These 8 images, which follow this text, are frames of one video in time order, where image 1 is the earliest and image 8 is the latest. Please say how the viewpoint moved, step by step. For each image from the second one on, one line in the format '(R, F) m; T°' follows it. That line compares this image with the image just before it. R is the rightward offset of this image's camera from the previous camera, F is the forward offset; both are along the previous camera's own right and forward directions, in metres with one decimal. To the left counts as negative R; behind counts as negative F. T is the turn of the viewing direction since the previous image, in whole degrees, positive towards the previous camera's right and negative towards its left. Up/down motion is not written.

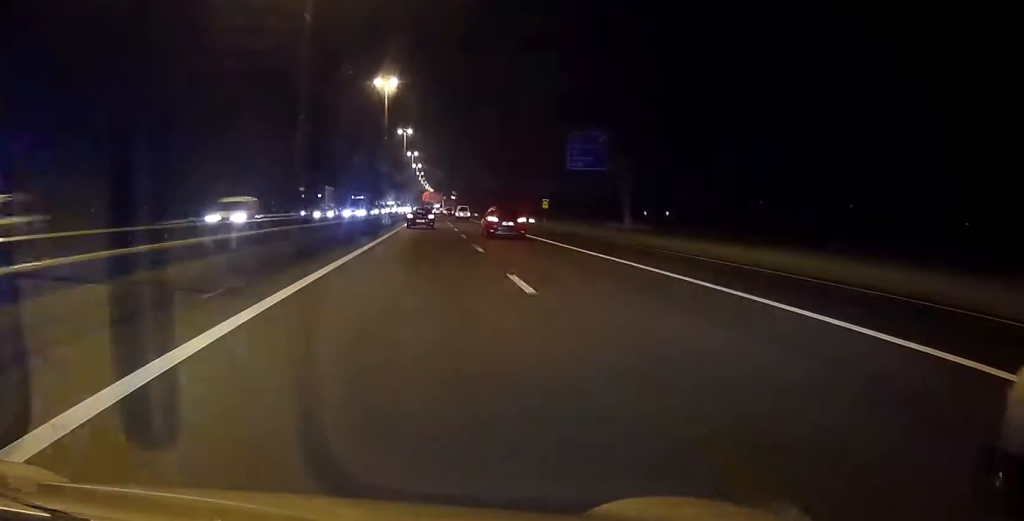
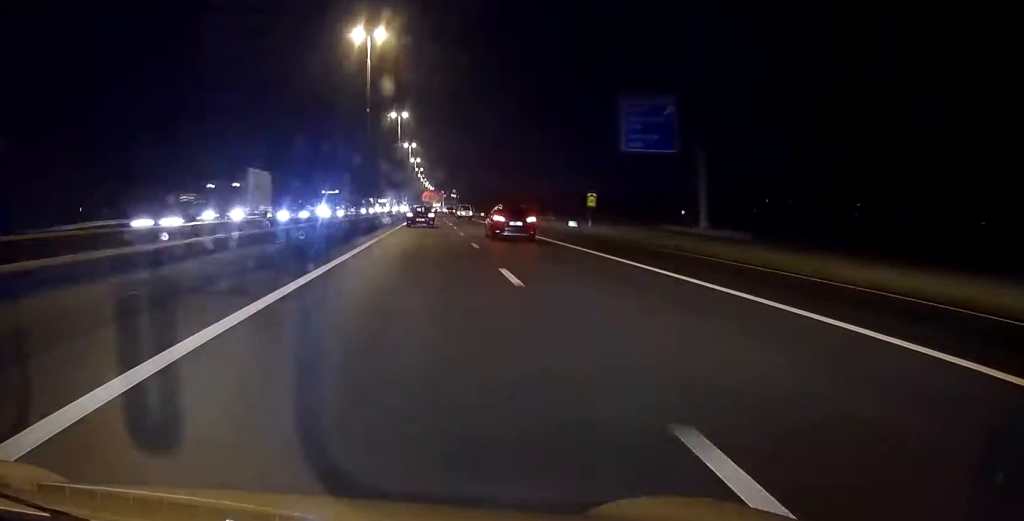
(0.0, +23.0) m; 0°
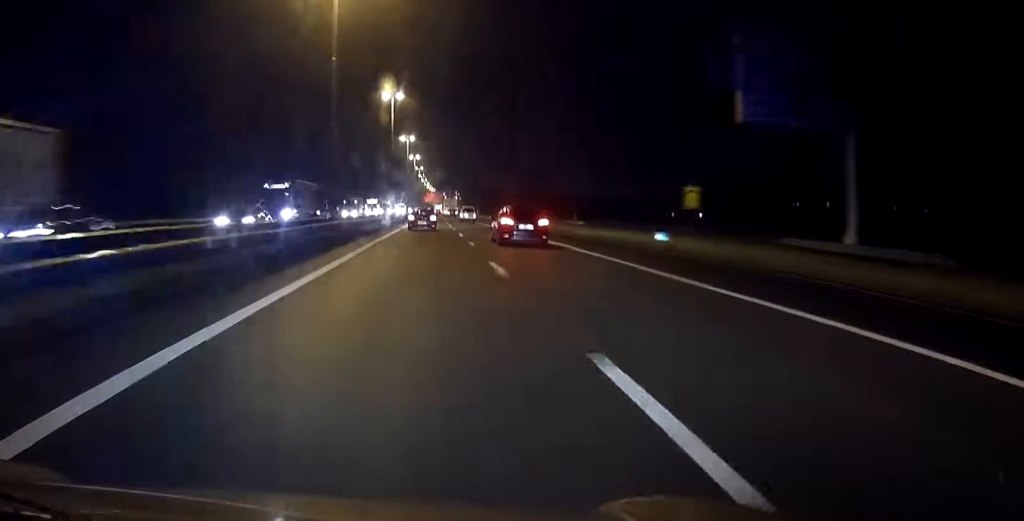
(0.0, +21.8) m; 0°
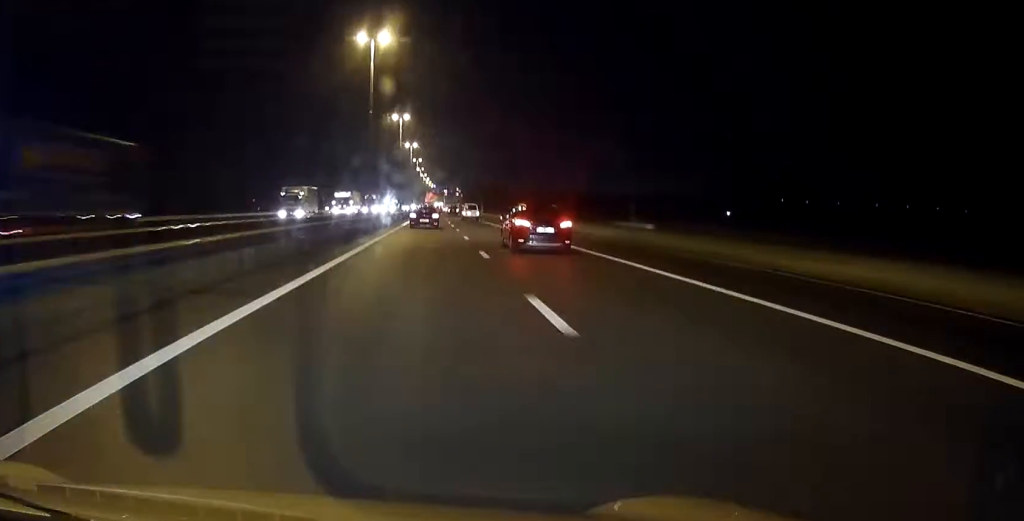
(0.0, +31.3) m; 0°
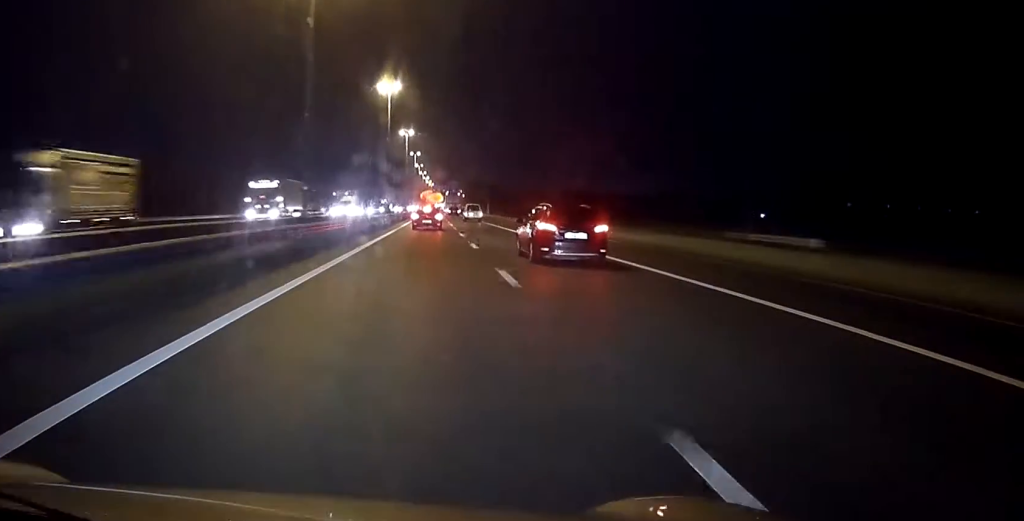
(-0.1, +31.1) m; 0°
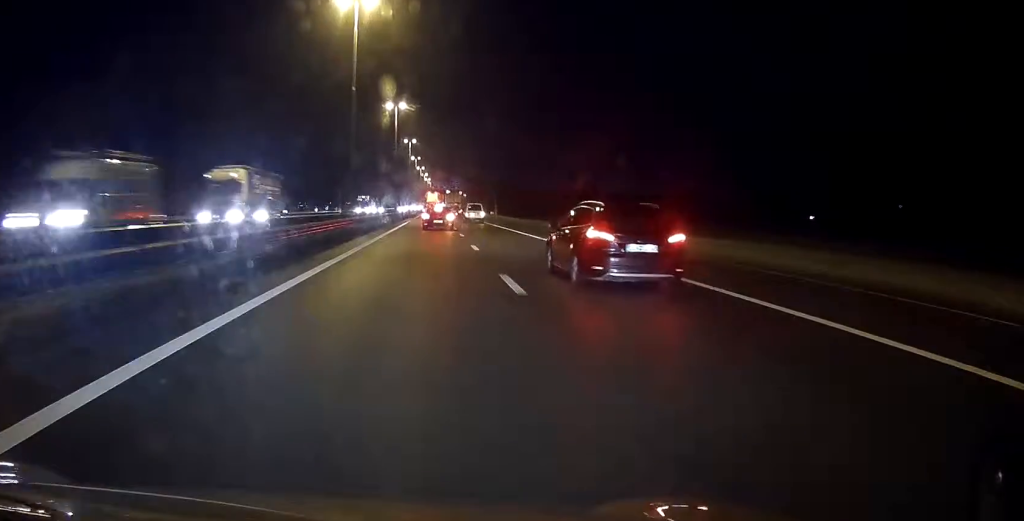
(+0.1, +37.6) m; 0°
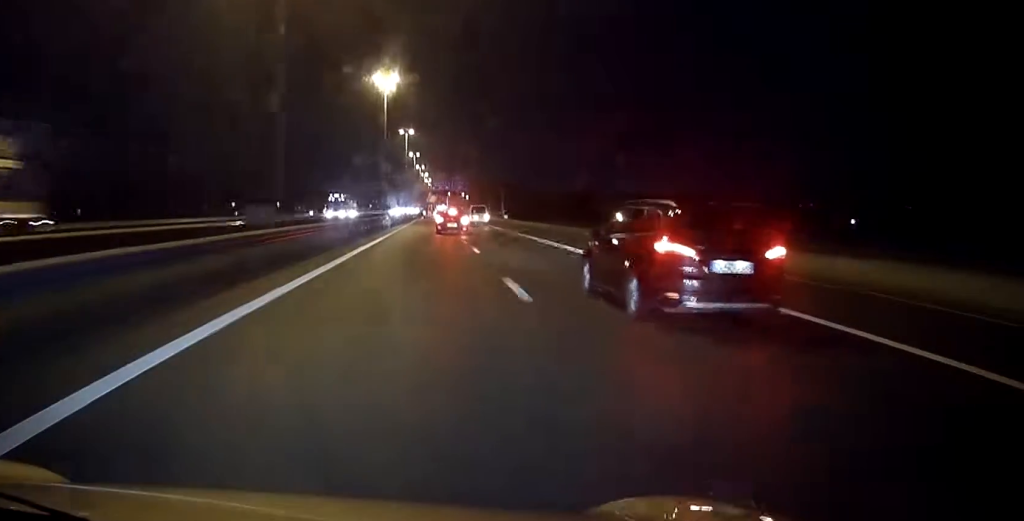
(0.0, +24.6) m; 0°
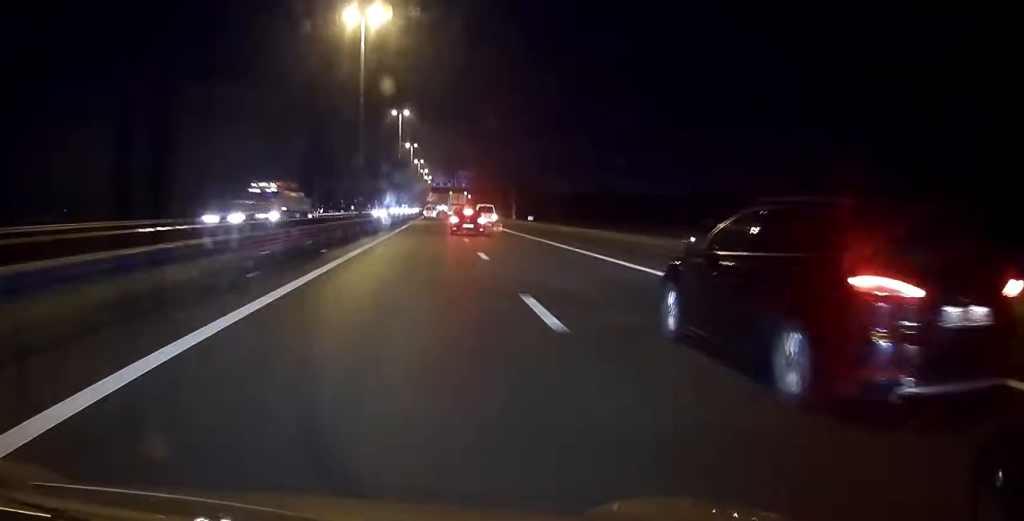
(0.0, +26.7) m; 0°
